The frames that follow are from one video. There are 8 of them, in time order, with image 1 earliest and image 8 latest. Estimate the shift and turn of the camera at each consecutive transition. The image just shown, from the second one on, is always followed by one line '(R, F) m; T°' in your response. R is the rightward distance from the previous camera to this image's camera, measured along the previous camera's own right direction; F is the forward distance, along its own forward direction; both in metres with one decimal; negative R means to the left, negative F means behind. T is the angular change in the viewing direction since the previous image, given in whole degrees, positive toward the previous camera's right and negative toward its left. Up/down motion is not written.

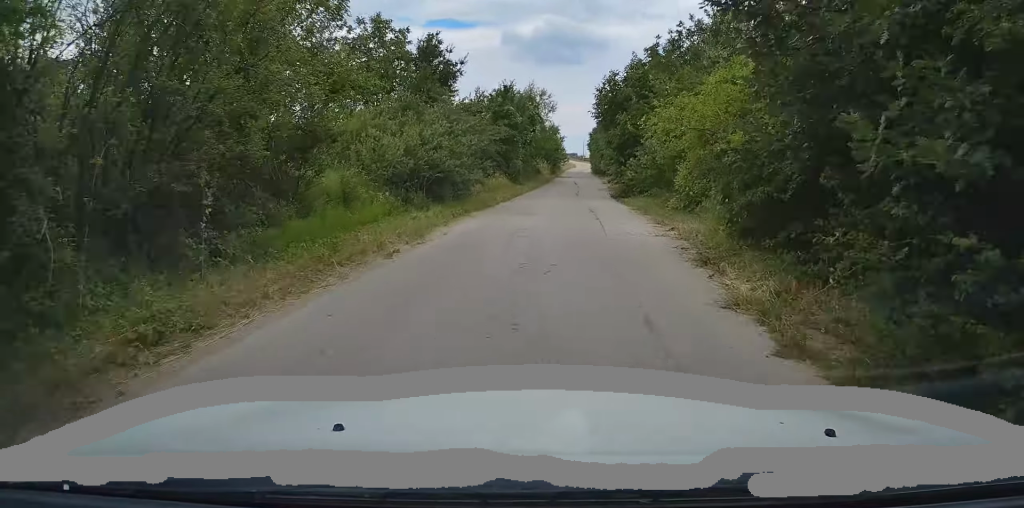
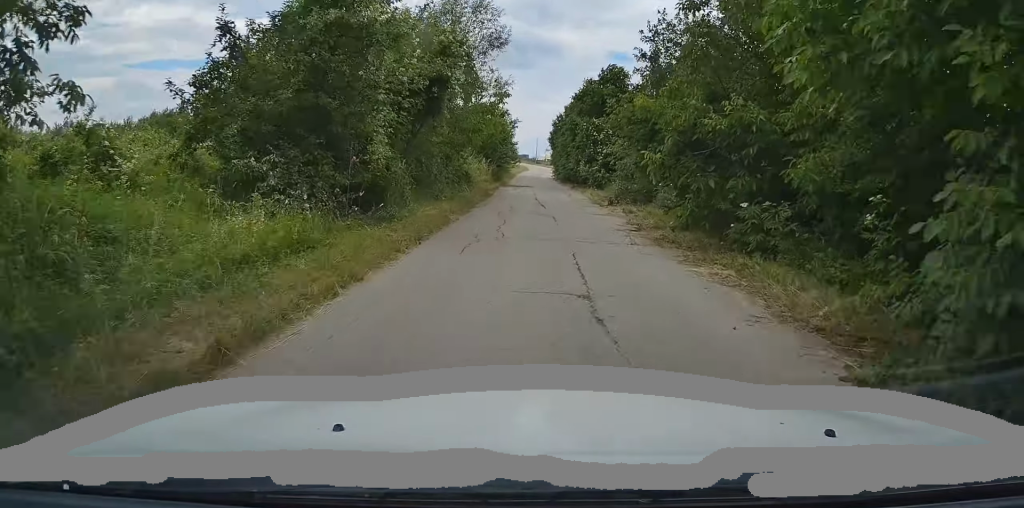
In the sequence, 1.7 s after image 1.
(+1.0, +24.1) m; +4°
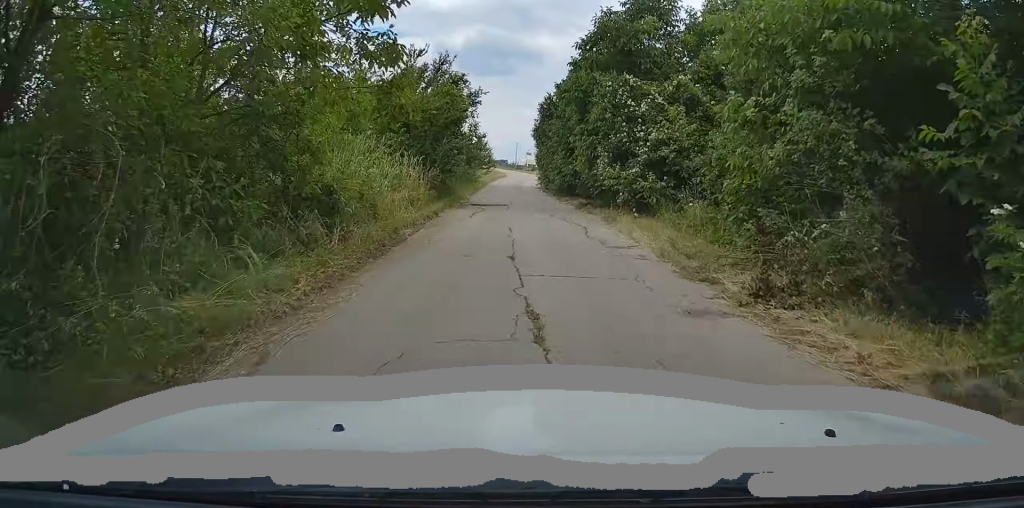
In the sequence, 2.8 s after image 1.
(+0.3, +16.2) m; +1°
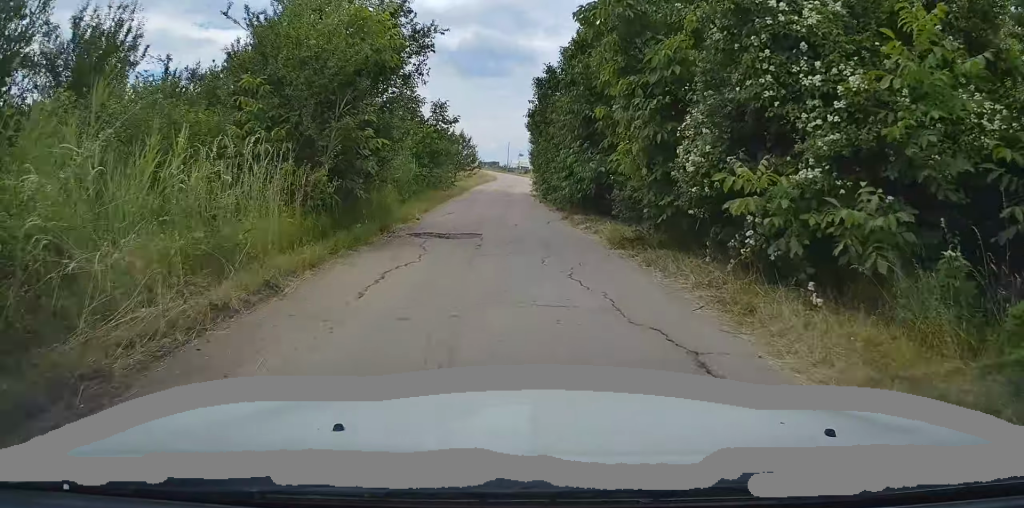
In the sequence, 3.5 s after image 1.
(0.0, +10.3) m; 0°
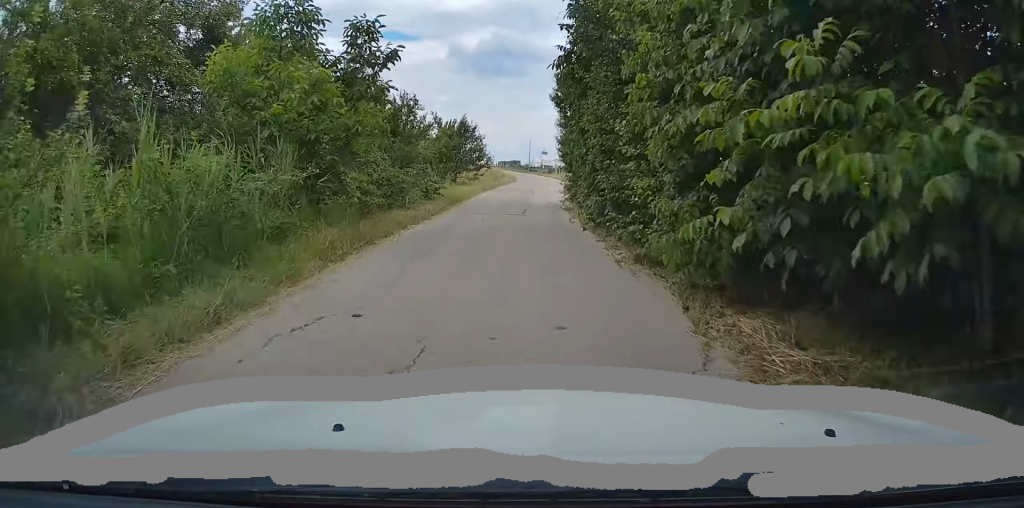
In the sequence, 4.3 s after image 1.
(0.0, +12.6) m; 0°
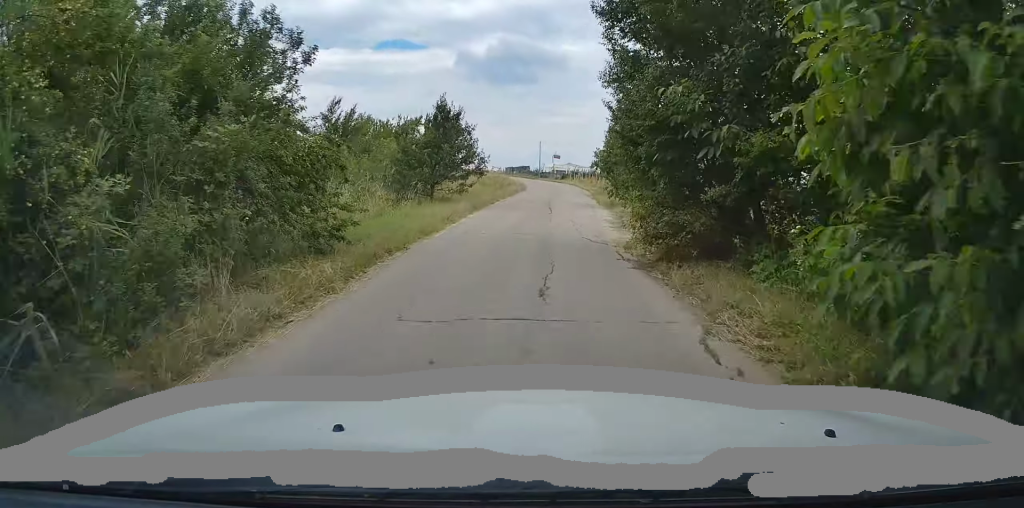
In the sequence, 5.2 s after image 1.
(0.0, +11.9) m; 0°
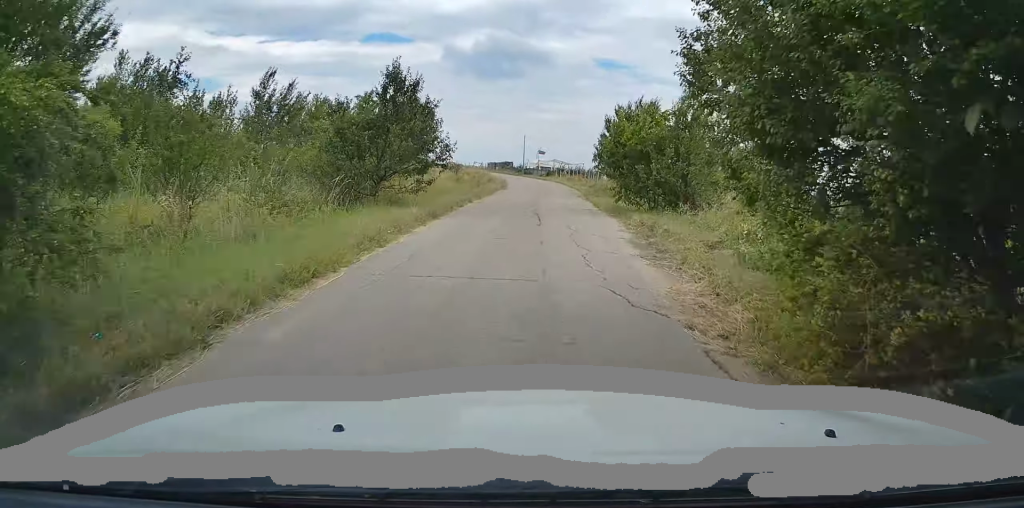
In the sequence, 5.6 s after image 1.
(0.0, +6.1) m; +1°
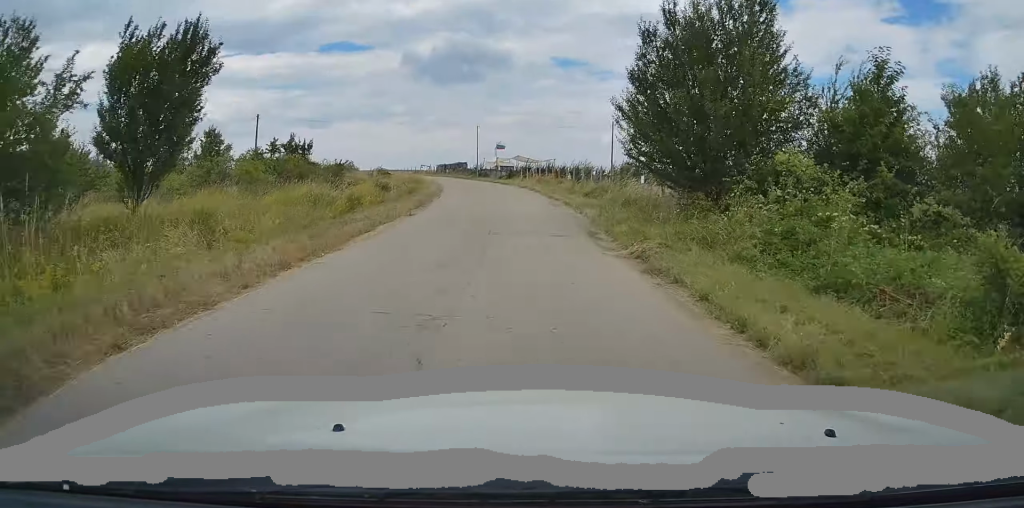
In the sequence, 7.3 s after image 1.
(+0.5, +23.6) m; +2°
